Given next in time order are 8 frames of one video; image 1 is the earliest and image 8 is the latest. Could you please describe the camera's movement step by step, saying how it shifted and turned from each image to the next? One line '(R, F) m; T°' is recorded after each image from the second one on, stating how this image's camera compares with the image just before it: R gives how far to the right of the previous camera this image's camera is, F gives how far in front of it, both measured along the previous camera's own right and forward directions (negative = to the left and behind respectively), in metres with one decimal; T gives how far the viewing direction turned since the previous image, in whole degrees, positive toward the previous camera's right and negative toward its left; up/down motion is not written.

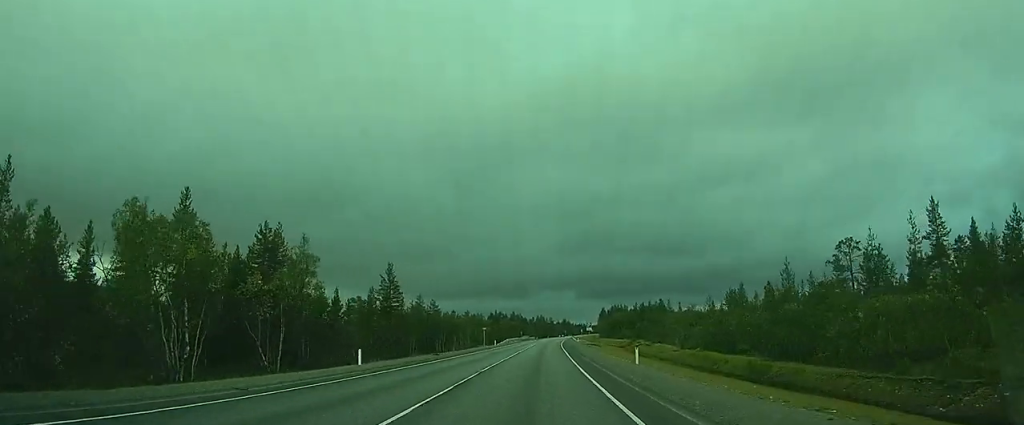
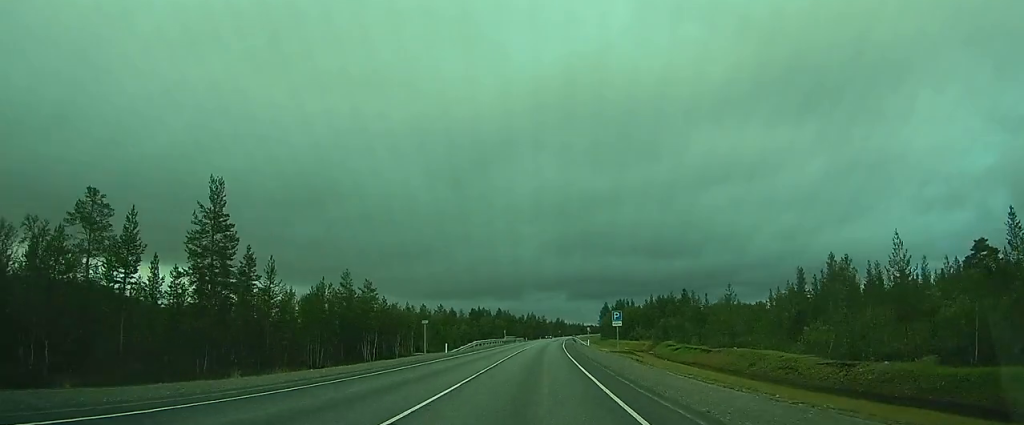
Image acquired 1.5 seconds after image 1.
(0.0, +37.2) m; 0°
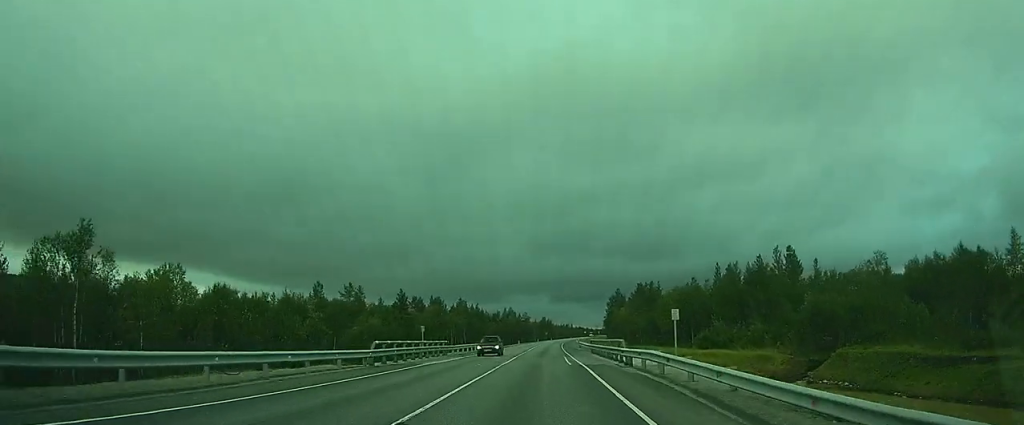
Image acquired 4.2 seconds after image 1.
(+0.7, +65.9) m; +1°
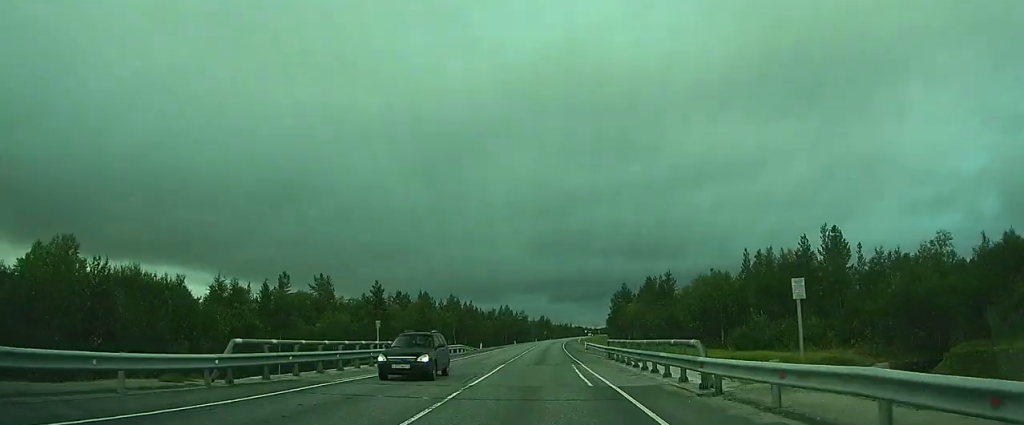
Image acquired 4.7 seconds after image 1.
(0.0, +12.3) m; 0°
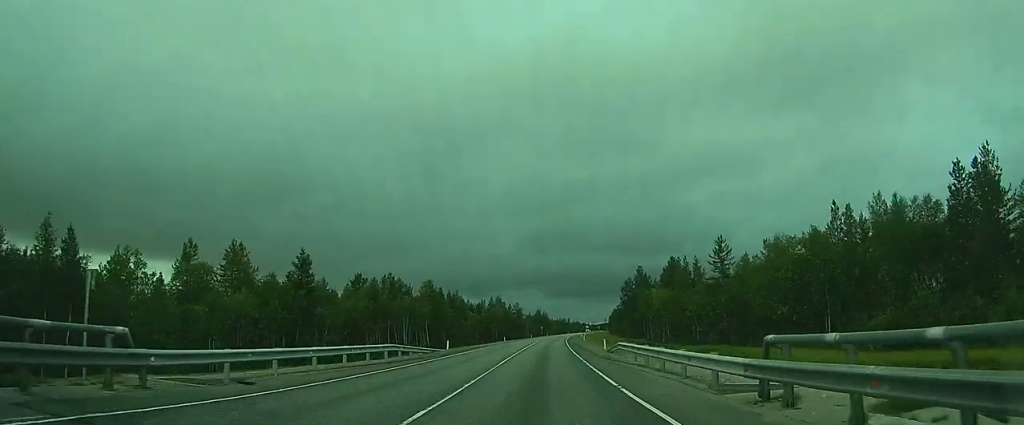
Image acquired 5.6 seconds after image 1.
(0.0, +22.8) m; +1°
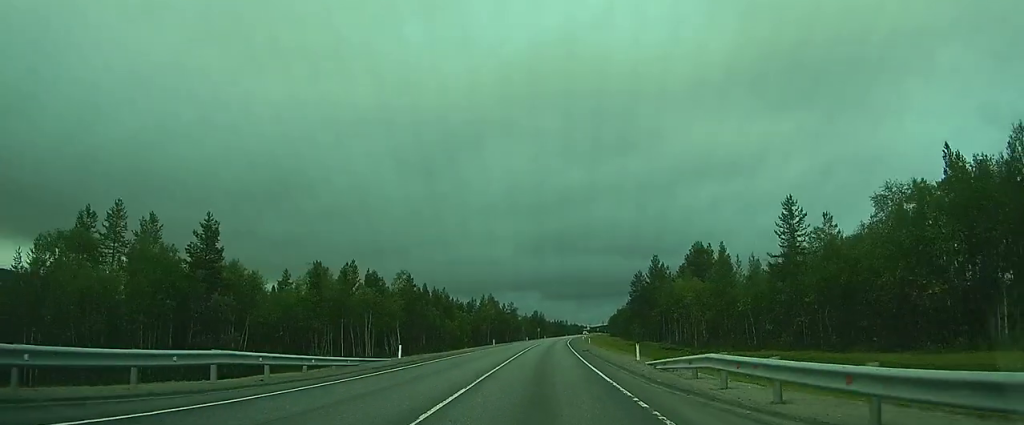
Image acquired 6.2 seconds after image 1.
(+0.4, +15.4) m; +1°
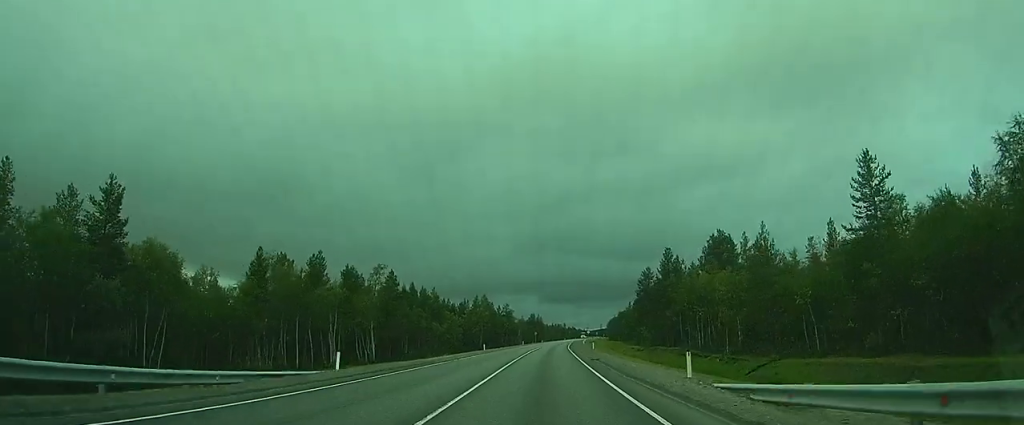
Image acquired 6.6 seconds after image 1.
(+0.1, +9.7) m; 0°
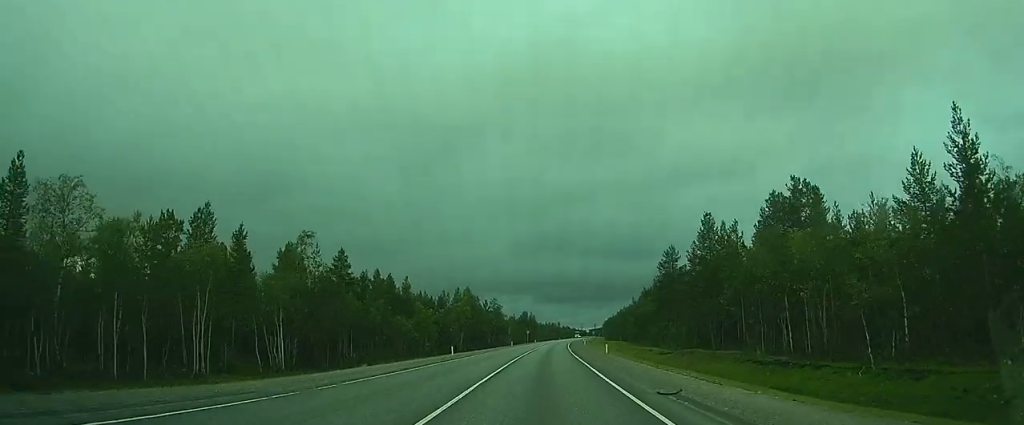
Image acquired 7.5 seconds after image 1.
(0.0, +20.1) m; 0°
